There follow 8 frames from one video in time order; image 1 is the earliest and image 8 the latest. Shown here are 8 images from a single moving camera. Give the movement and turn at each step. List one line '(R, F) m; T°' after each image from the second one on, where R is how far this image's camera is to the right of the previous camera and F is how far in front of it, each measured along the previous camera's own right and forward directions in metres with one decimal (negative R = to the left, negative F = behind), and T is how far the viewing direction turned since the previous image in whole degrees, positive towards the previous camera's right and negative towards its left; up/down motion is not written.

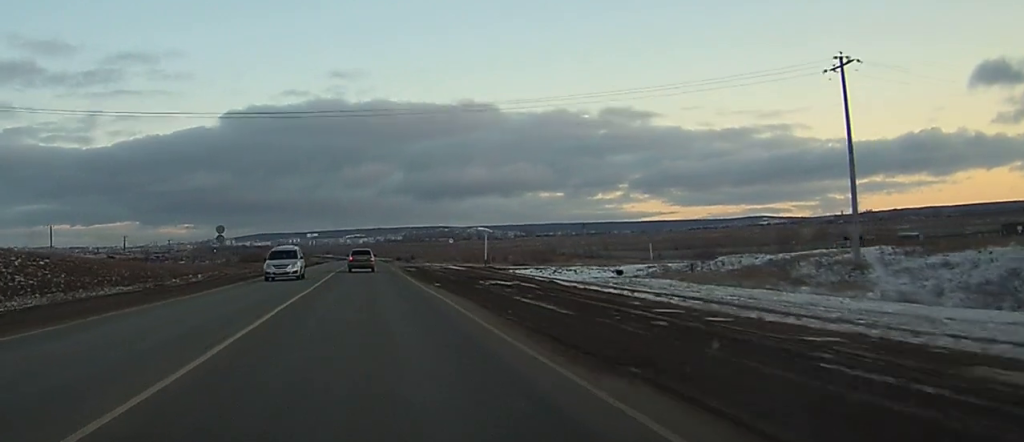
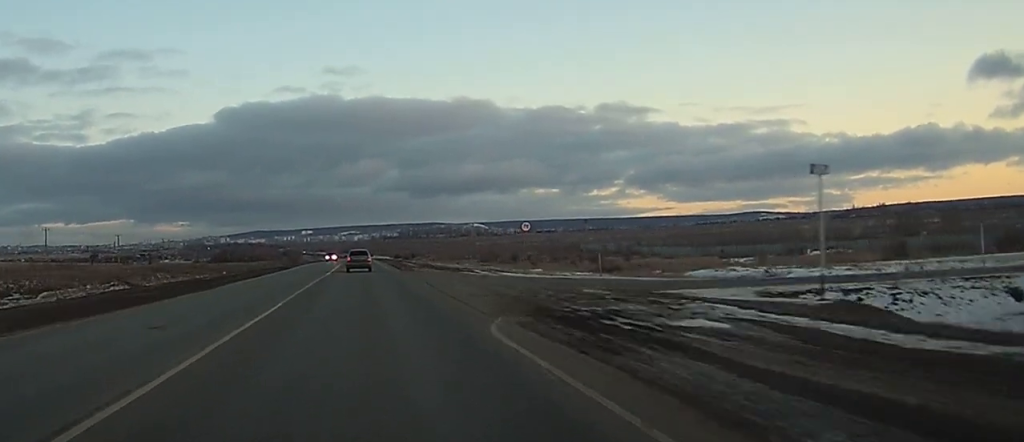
(-0.2, +56.2) m; 0°
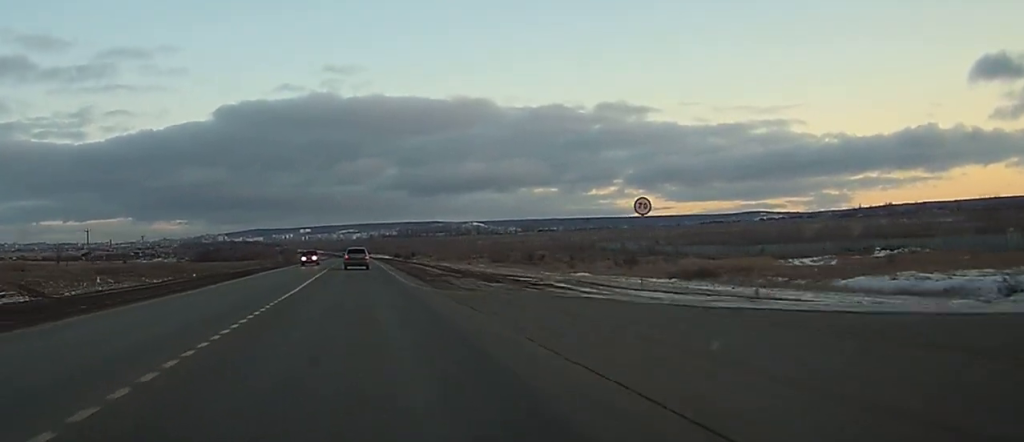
(0.0, +25.5) m; 0°
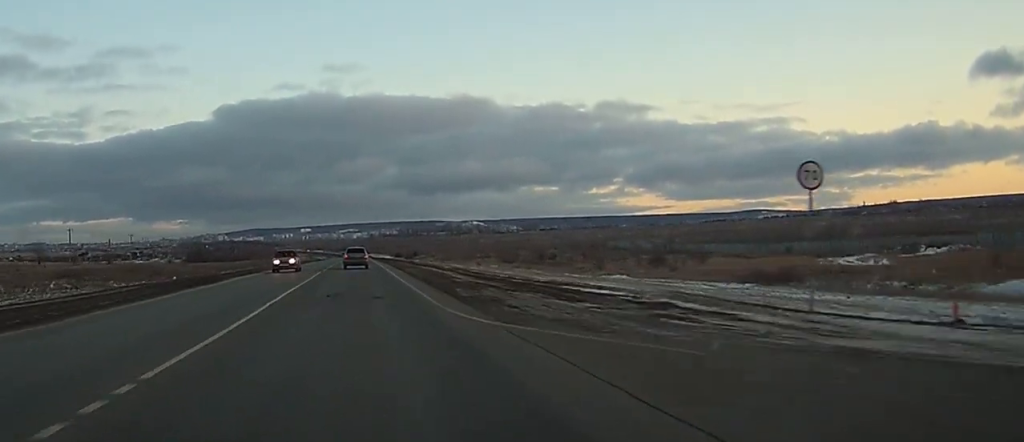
(0.0, +13.6) m; 0°
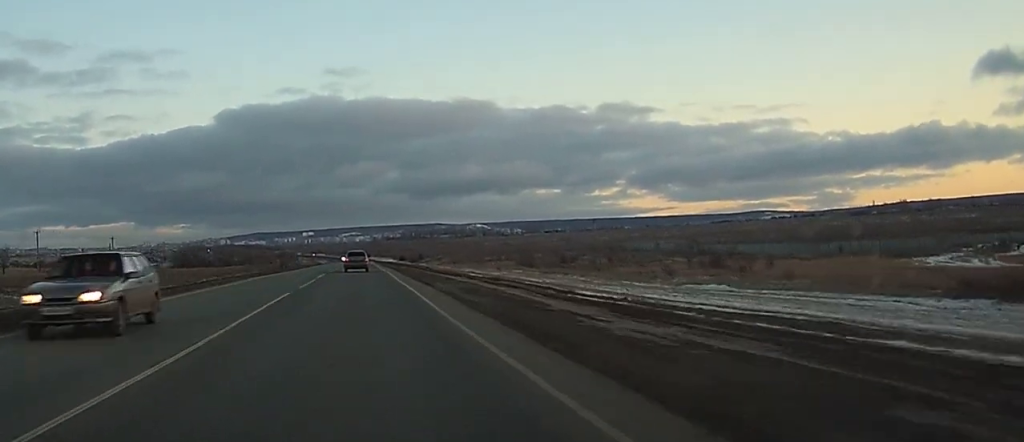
(+0.1, +22.1) m; 0°
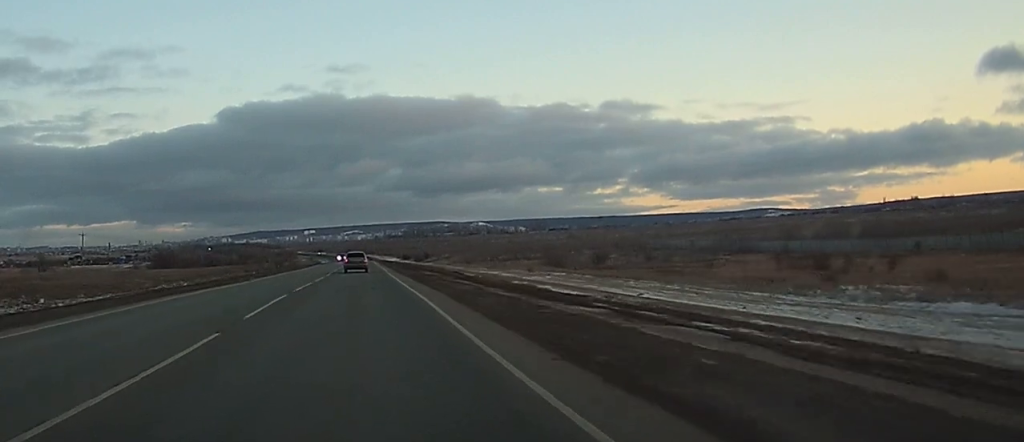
(0.0, +27.1) m; 0°
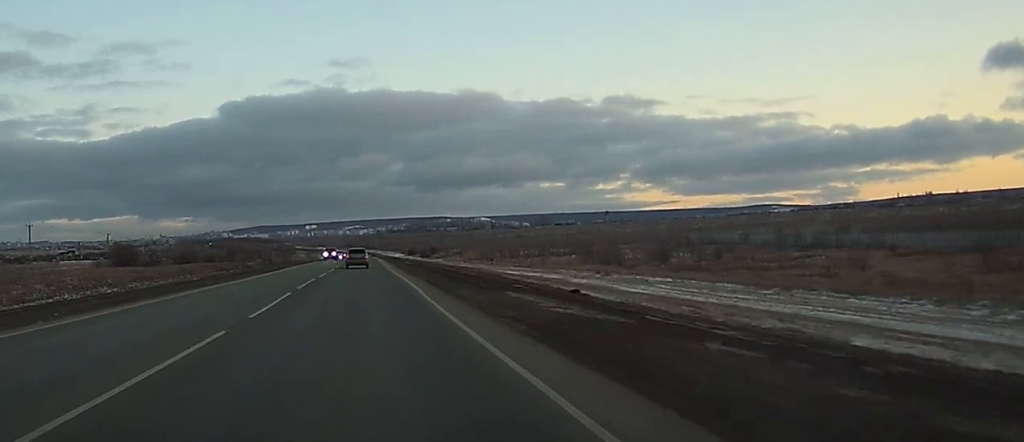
(-0.3, +35.6) m; 0°
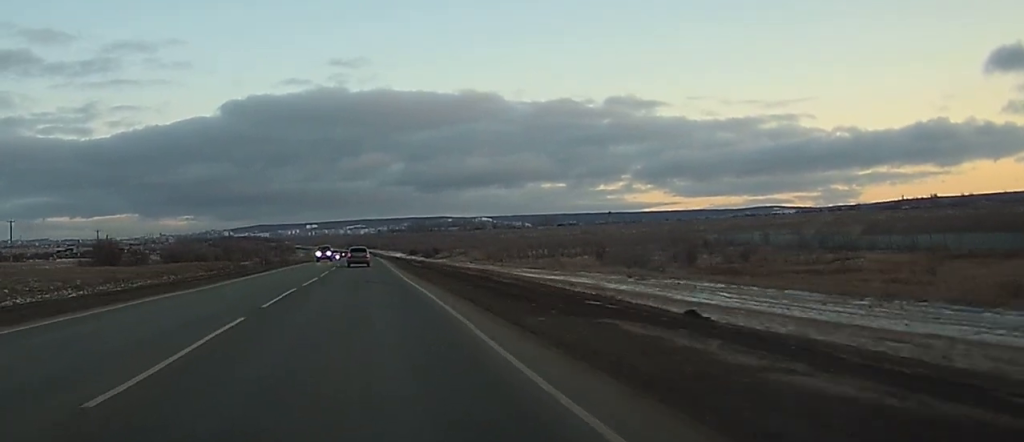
(0.0, +10.2) m; 0°
